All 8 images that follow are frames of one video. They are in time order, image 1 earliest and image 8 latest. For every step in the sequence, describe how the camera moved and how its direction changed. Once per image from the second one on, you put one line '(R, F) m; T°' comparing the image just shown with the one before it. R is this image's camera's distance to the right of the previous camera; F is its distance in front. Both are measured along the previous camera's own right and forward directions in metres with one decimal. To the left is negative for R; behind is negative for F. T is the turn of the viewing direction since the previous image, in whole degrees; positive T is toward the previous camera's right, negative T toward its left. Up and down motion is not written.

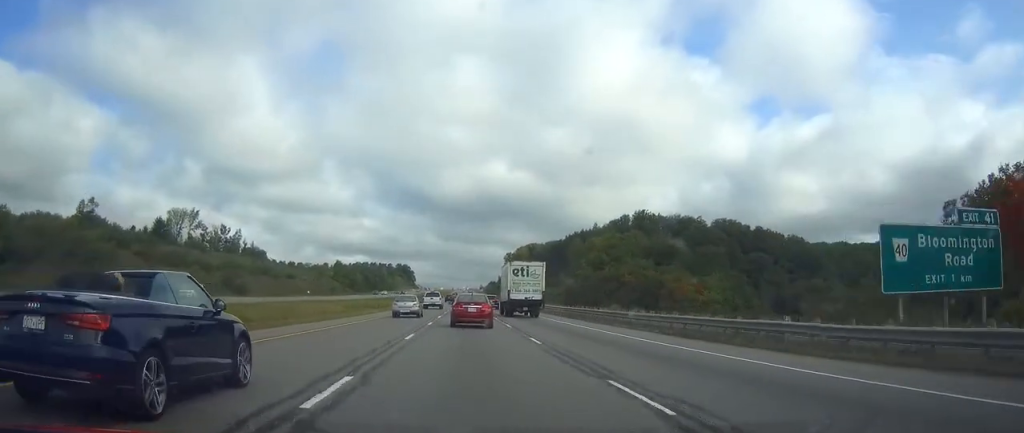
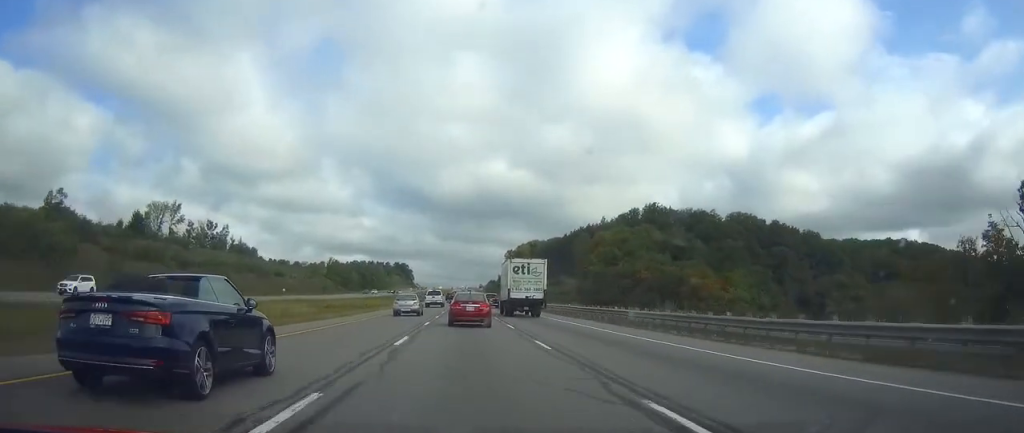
(0.0, +14.6) m; 0°
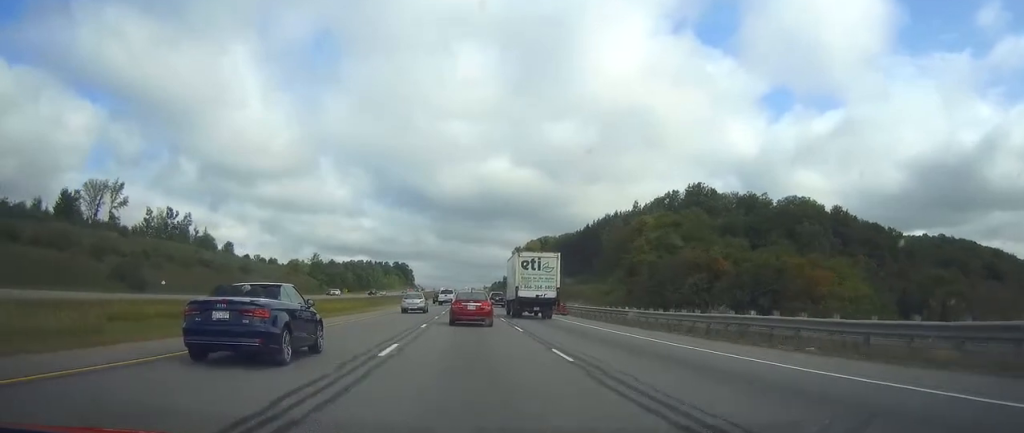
(-0.1, +40.1) m; 0°
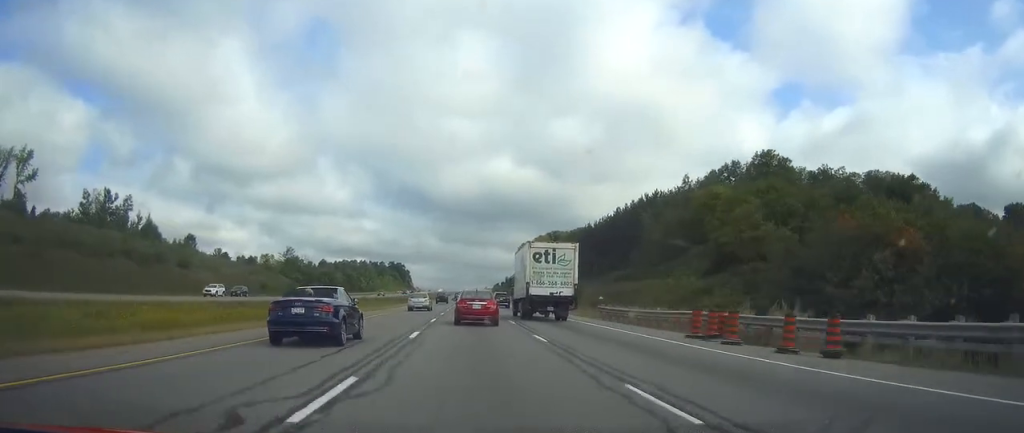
(0.0, +43.1) m; 0°
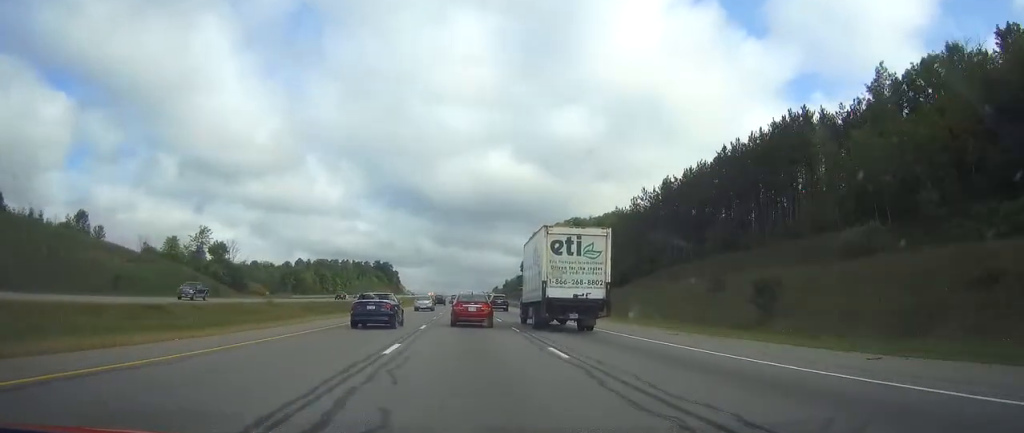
(0.0, +77.1) m; 0°
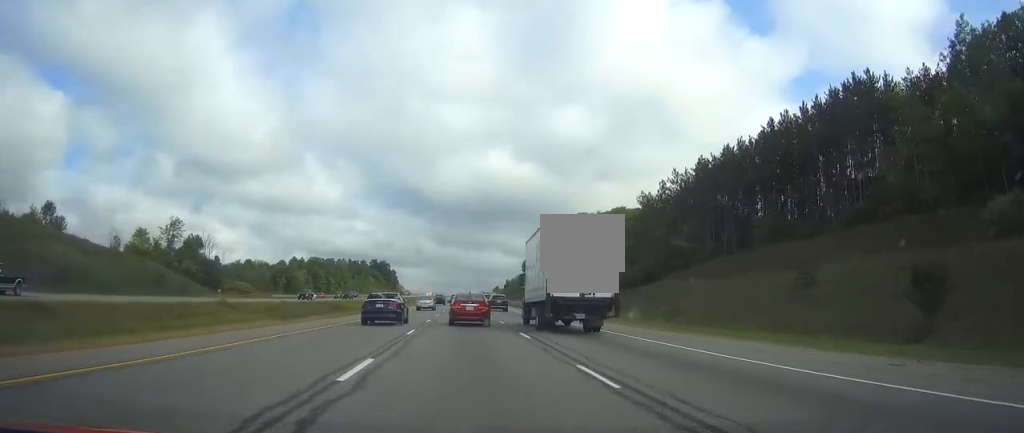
(0.0, +17.1) m; 0°
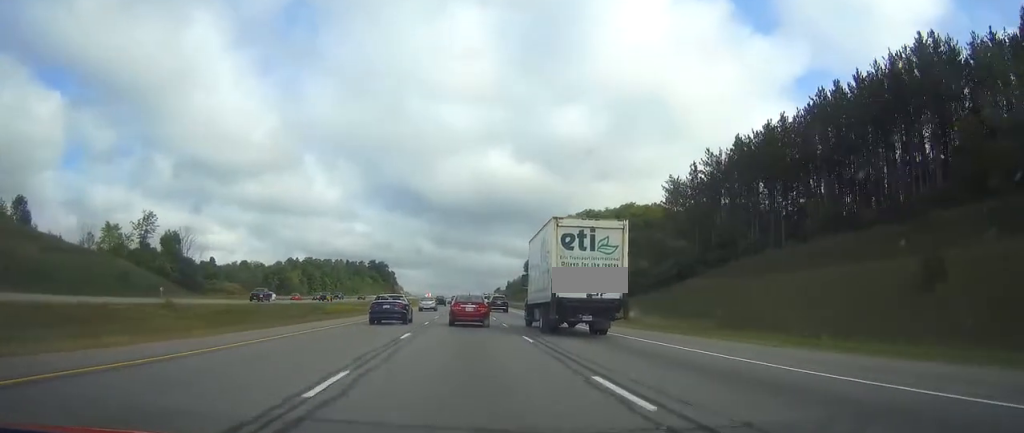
(0.0, +13.9) m; 0°
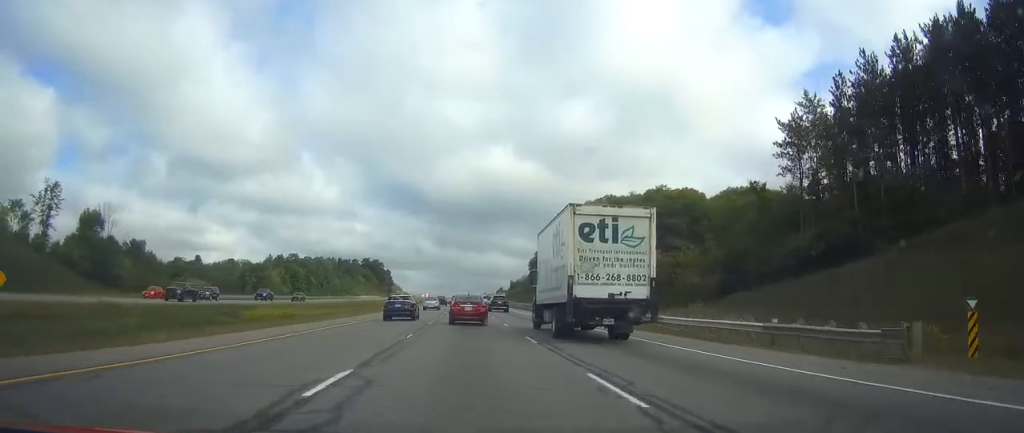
(+0.1, +36.3) m; 0°
